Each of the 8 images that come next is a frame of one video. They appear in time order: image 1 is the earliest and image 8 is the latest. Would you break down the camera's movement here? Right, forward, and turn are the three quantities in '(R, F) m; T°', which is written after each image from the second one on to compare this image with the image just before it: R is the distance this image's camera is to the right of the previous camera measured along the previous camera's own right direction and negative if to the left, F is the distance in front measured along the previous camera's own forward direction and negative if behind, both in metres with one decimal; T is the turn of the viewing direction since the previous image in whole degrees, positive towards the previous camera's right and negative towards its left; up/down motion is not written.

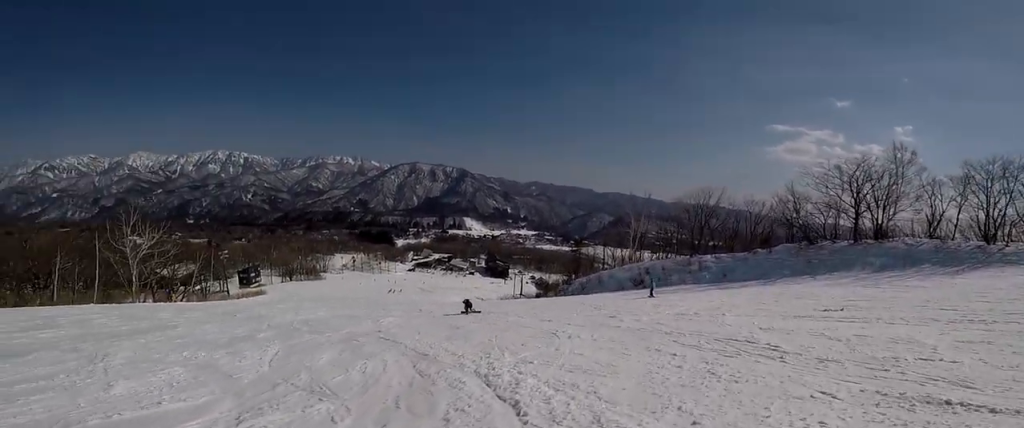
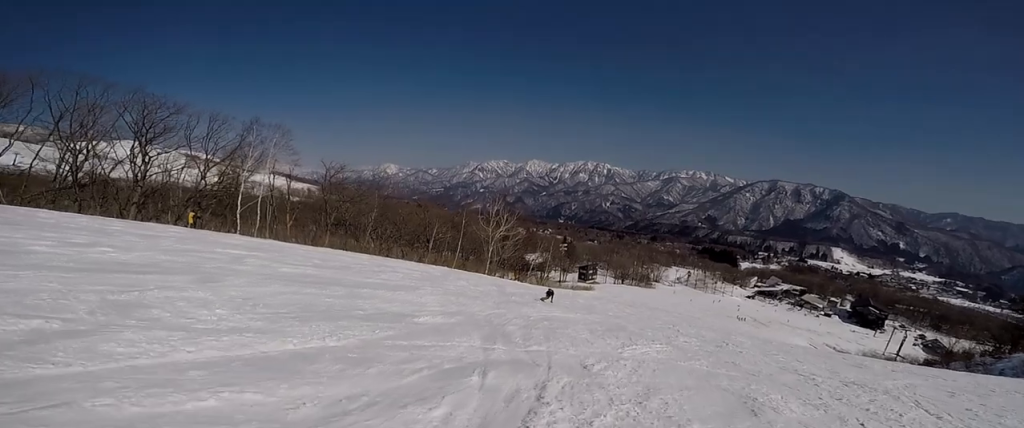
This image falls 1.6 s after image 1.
(-0.8, +7.2) m; -20°
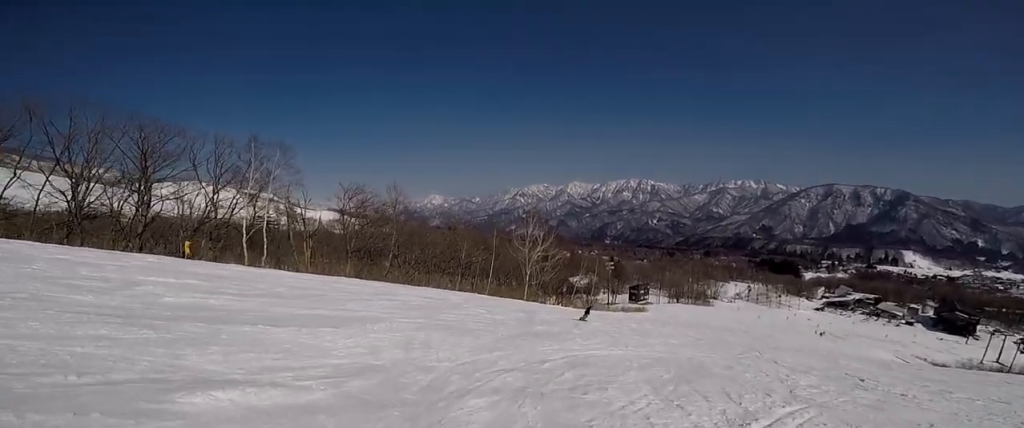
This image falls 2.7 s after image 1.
(-1.7, +5.2) m; -31°
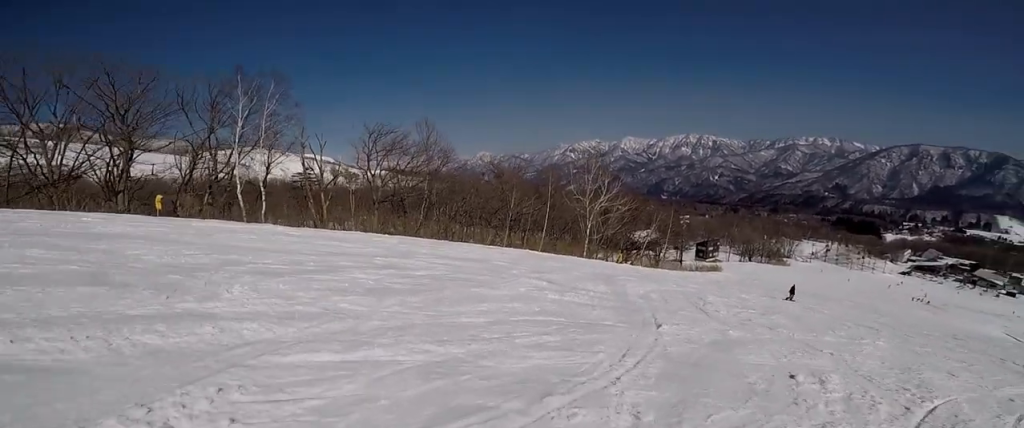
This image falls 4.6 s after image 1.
(-1.6, +9.2) m; +6°
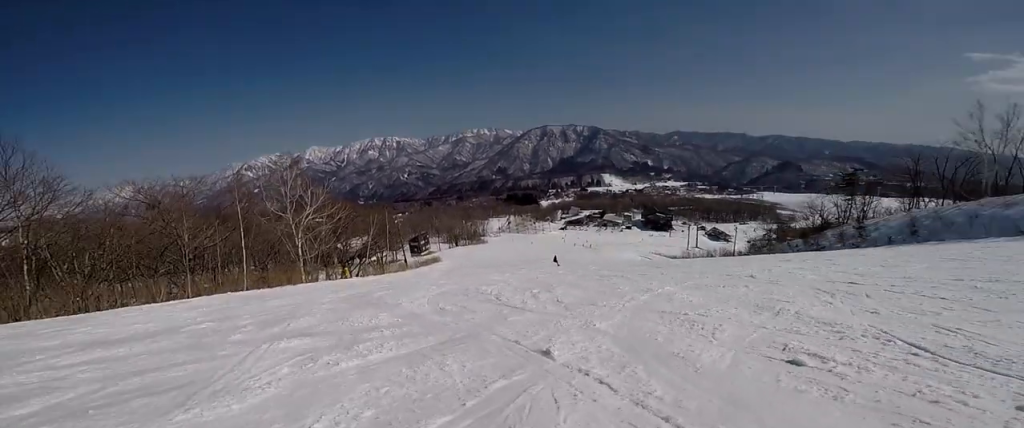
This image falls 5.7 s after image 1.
(+1.6, +4.5) m; +37°
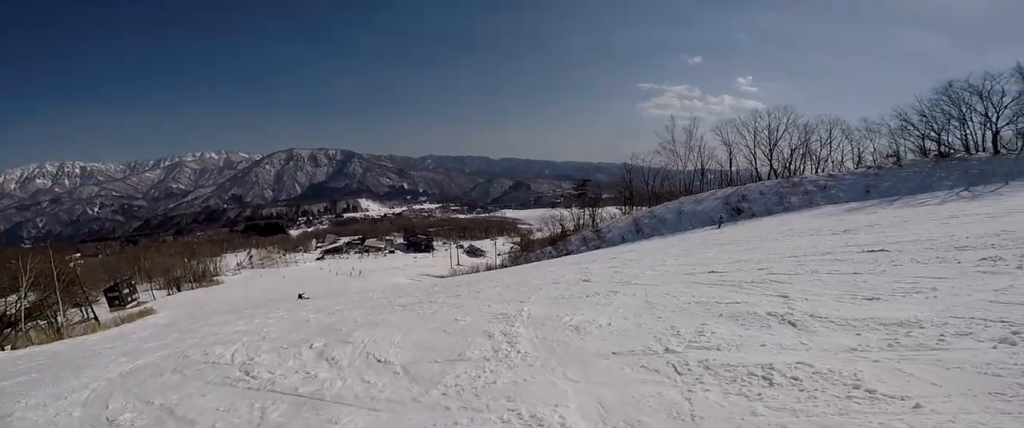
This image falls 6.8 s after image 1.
(+1.5, +4.9) m; +32°
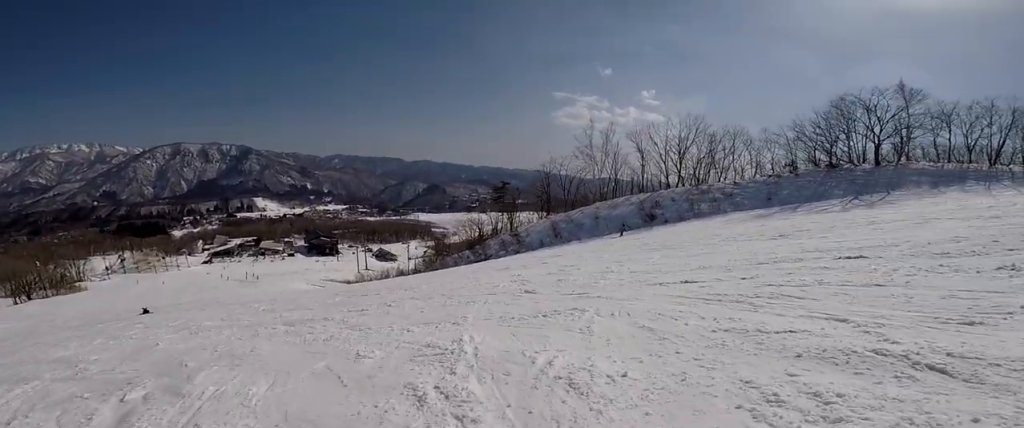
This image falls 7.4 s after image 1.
(+0.1, +2.5) m; +16°
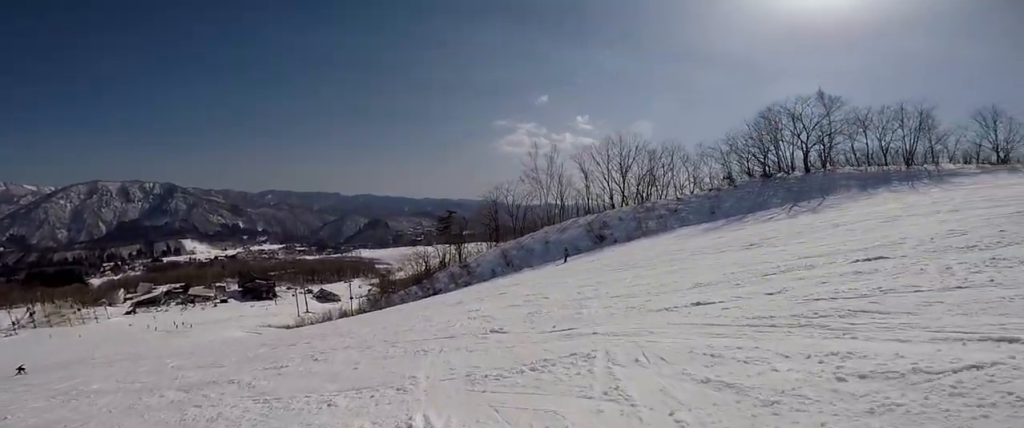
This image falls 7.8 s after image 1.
(+0.4, +2.0) m; +9°
